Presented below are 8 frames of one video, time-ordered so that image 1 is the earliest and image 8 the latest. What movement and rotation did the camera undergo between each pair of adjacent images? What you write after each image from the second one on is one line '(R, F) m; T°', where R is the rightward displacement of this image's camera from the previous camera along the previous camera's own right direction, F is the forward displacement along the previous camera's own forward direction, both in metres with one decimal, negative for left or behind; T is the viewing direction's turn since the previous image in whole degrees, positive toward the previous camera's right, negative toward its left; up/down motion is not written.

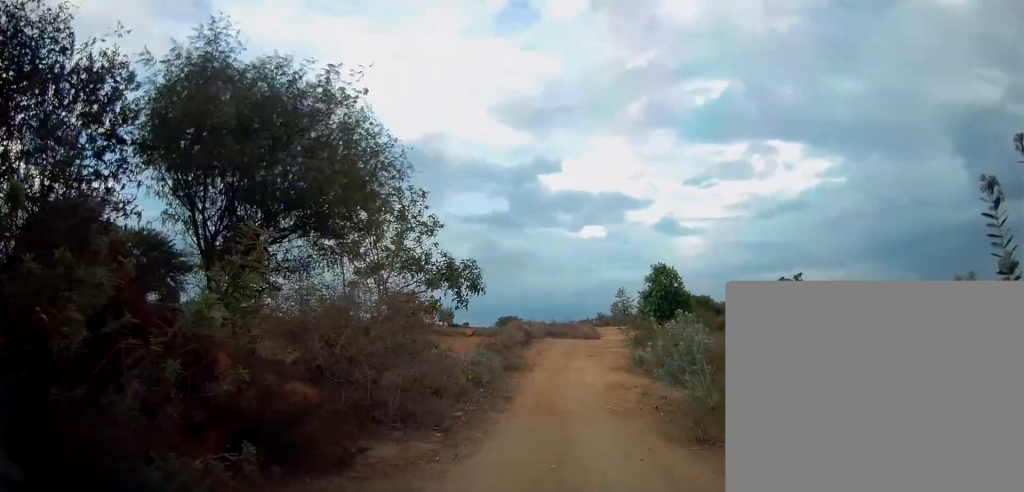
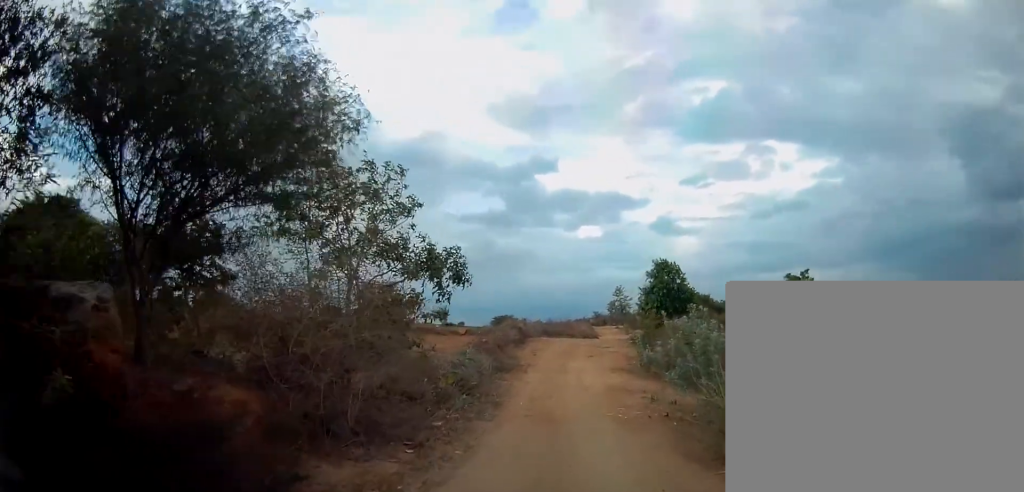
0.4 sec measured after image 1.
(-0.2, +1.6) m; -3°
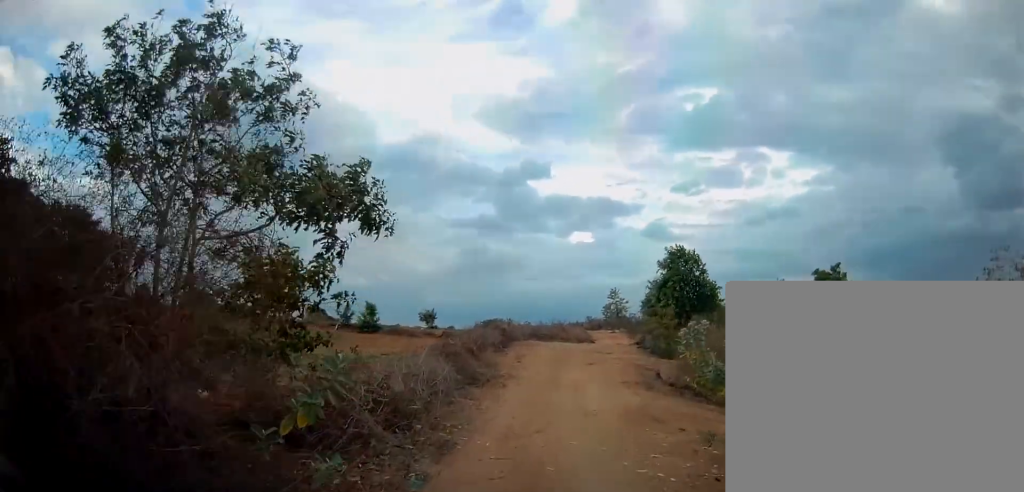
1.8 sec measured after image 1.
(-0.4, +5.2) m; +2°
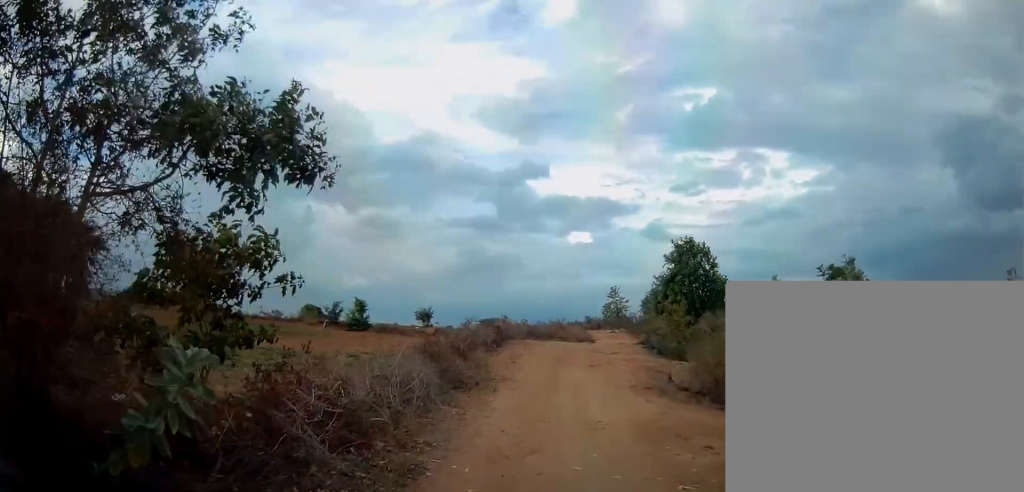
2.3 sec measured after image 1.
(+0.1, +1.8) m; +1°
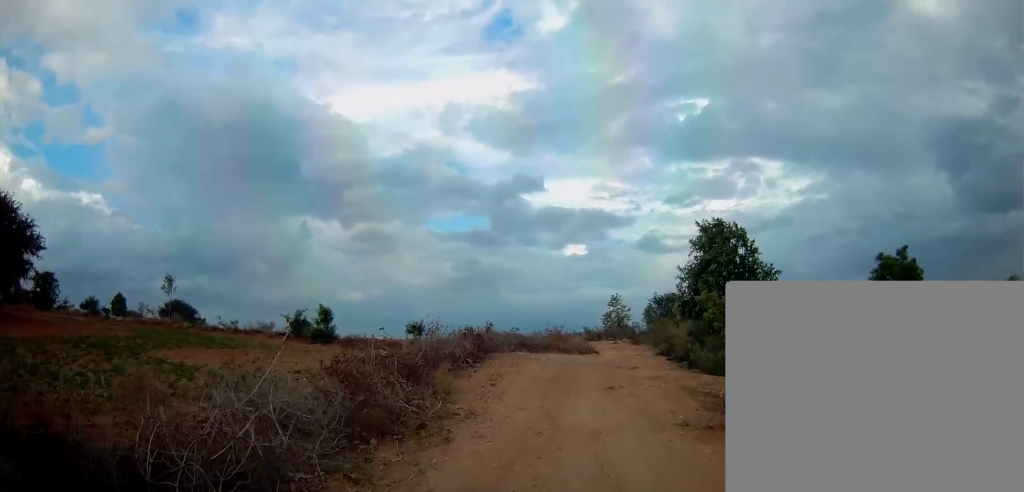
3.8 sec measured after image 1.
(0.0, +4.9) m; -6°
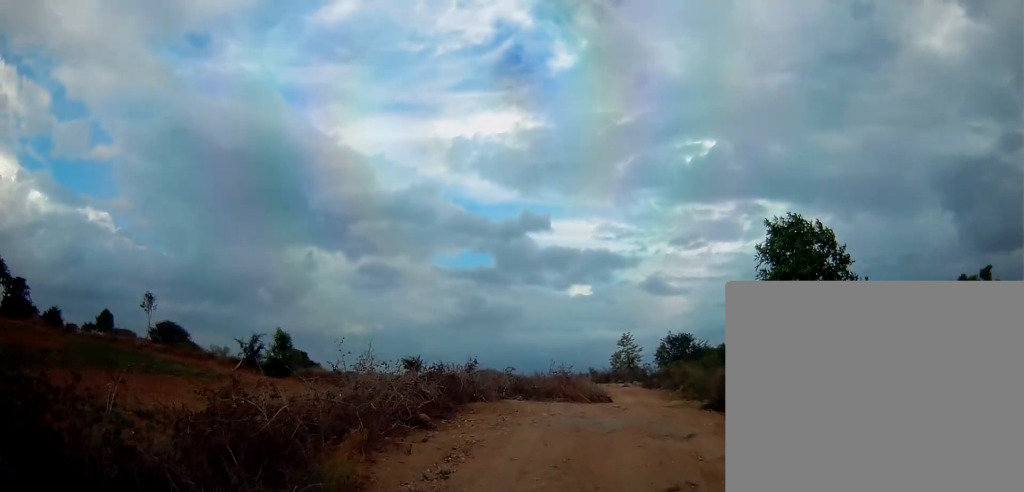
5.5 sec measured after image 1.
(-0.1, +5.4) m; -1°
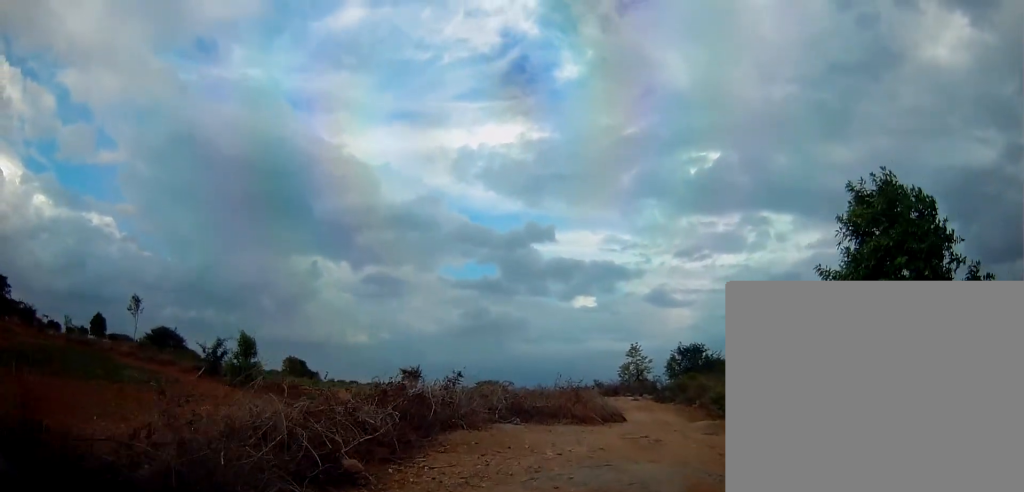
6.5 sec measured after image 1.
(0.0, +3.3) m; 0°
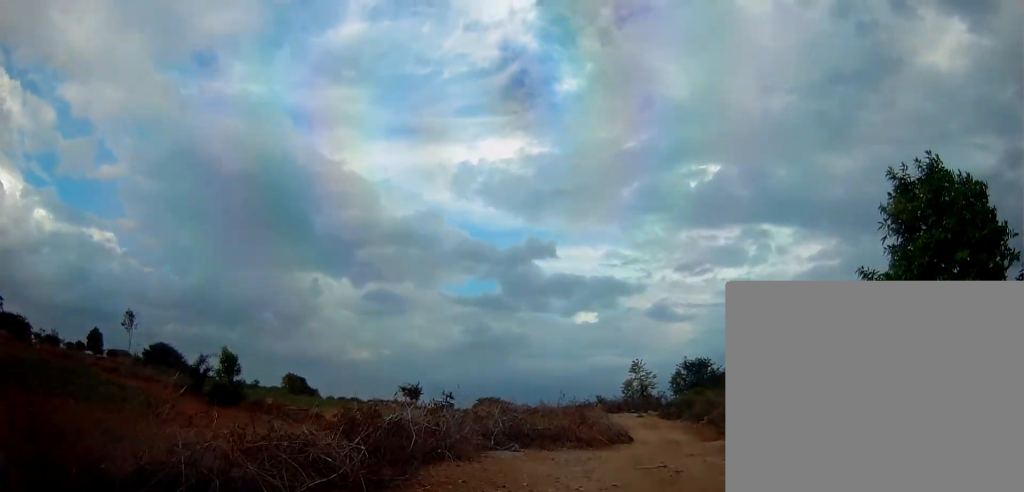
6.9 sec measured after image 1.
(0.0, +1.3) m; 0°
